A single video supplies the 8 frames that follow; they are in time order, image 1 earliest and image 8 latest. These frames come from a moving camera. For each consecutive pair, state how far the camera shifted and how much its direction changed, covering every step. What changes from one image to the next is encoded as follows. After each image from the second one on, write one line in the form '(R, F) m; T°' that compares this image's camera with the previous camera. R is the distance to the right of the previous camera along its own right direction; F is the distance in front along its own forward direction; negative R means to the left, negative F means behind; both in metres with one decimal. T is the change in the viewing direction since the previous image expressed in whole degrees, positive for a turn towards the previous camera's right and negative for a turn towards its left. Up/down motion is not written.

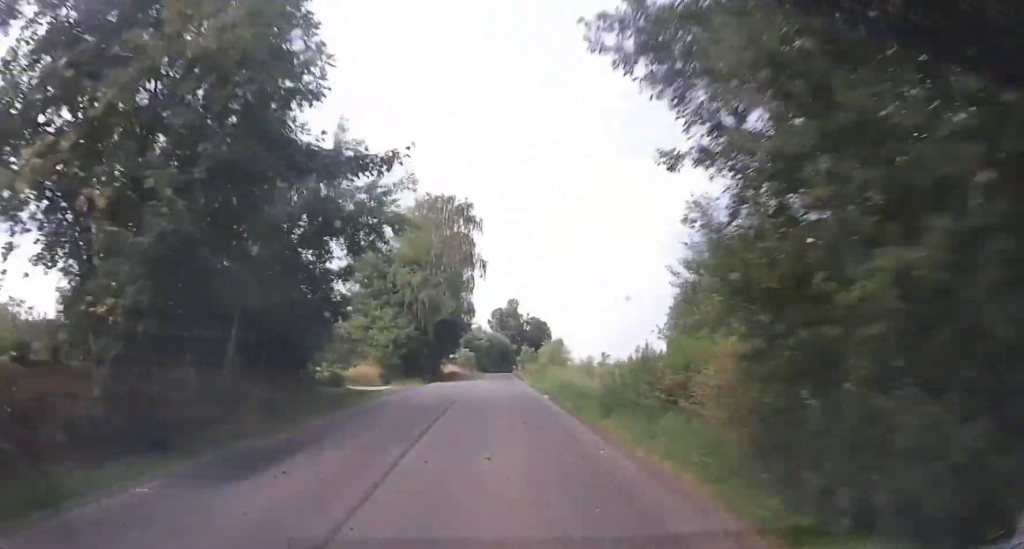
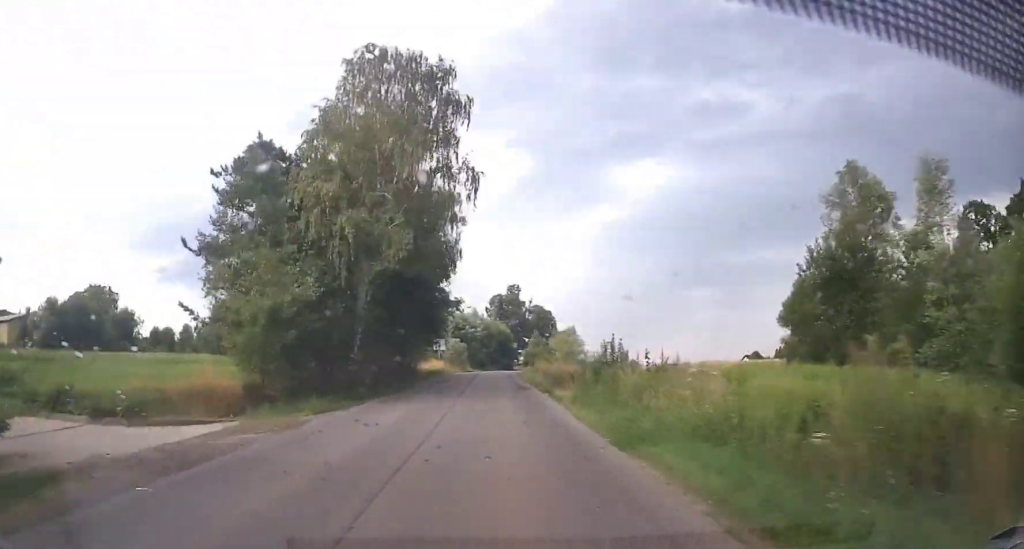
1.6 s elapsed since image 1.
(0.0, +26.4) m; +1°
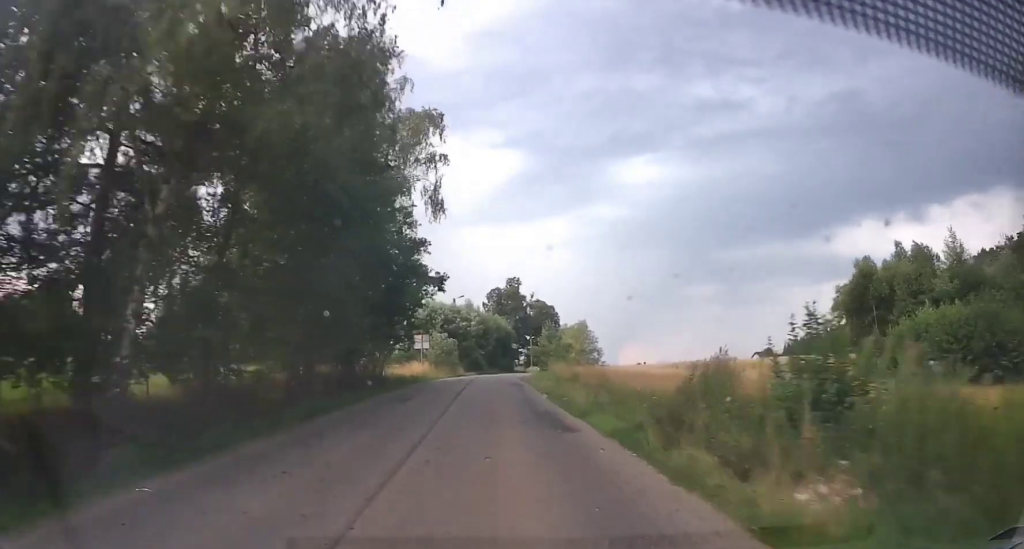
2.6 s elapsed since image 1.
(+0.2, +20.2) m; +1°
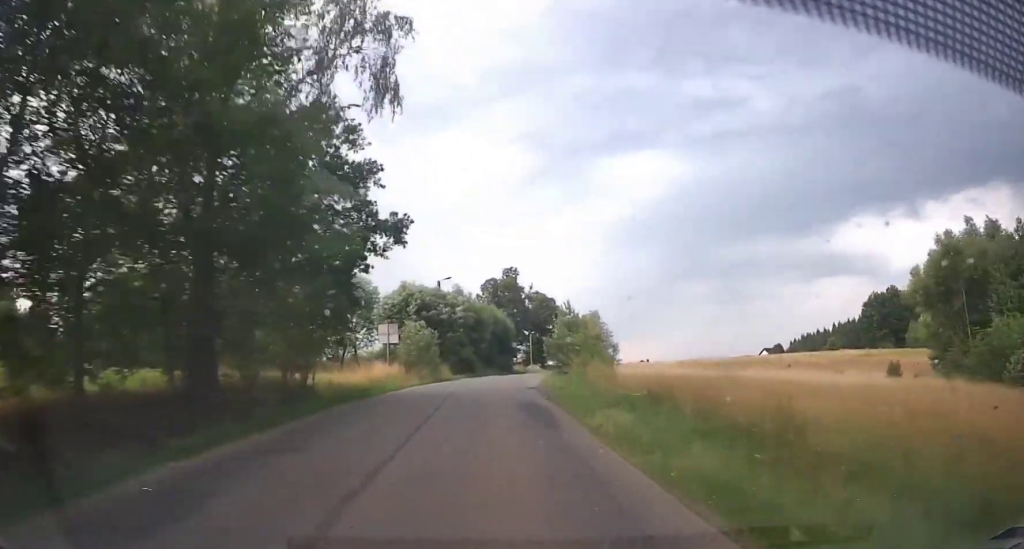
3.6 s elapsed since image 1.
(+0.2, +18.4) m; +2°
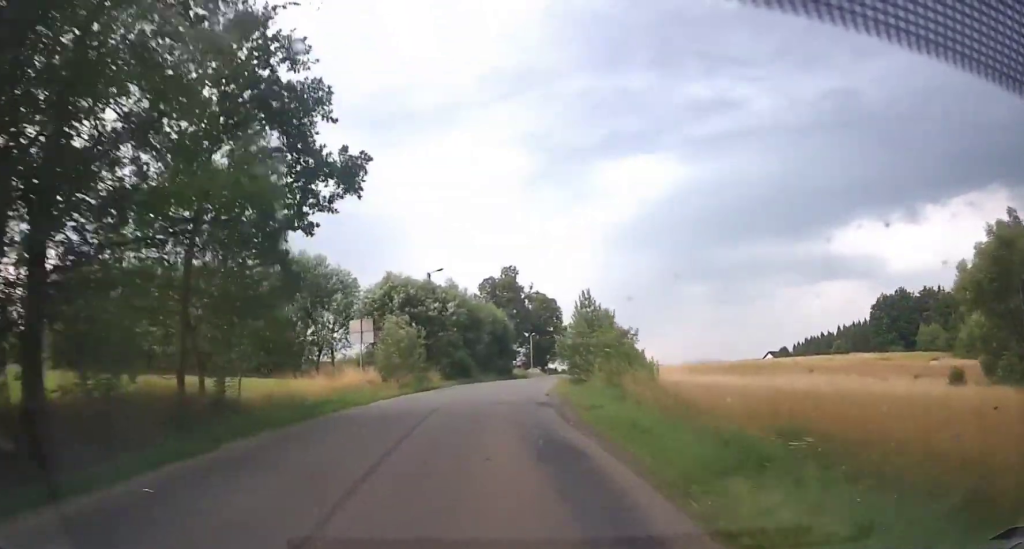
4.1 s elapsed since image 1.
(0.0, +9.2) m; +1°
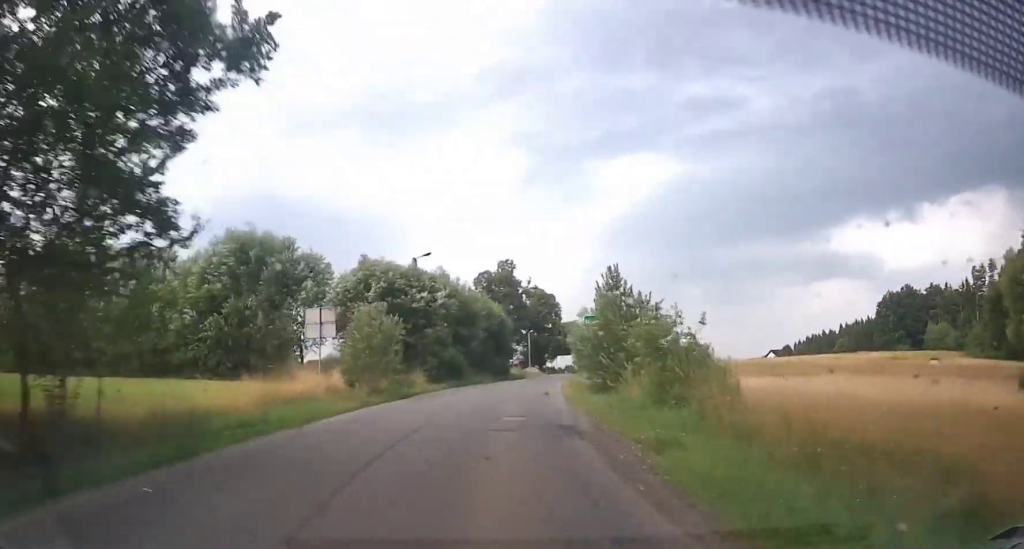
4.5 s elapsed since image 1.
(+0.2, +7.2) m; +1°
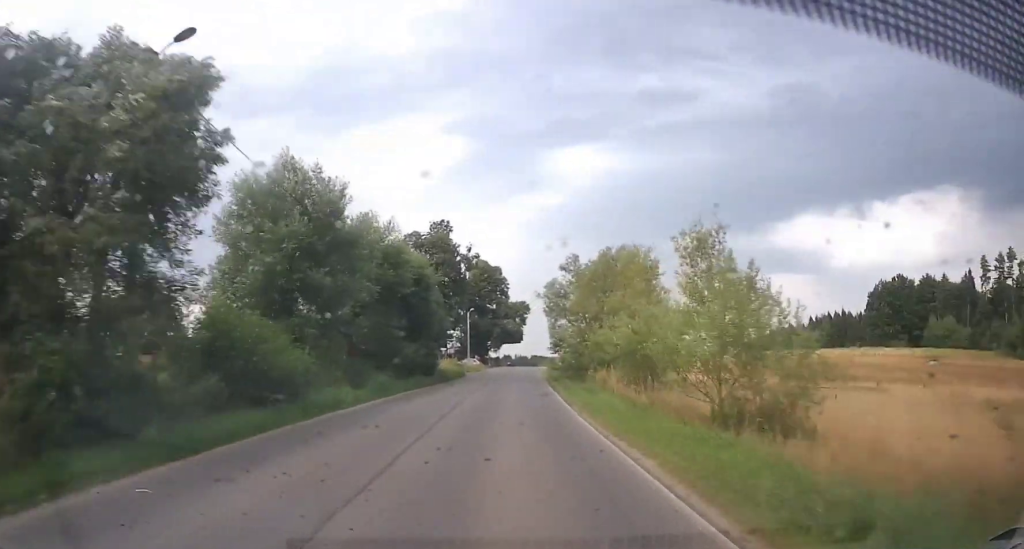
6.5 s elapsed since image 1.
(+0.9, +31.4) m; +3°
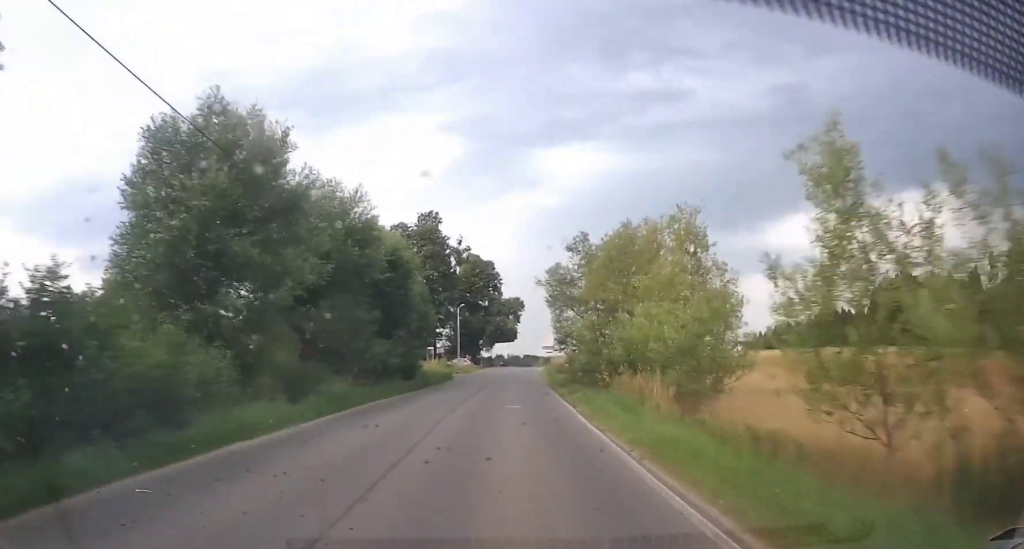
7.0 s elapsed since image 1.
(0.0, +6.6) m; +1°
